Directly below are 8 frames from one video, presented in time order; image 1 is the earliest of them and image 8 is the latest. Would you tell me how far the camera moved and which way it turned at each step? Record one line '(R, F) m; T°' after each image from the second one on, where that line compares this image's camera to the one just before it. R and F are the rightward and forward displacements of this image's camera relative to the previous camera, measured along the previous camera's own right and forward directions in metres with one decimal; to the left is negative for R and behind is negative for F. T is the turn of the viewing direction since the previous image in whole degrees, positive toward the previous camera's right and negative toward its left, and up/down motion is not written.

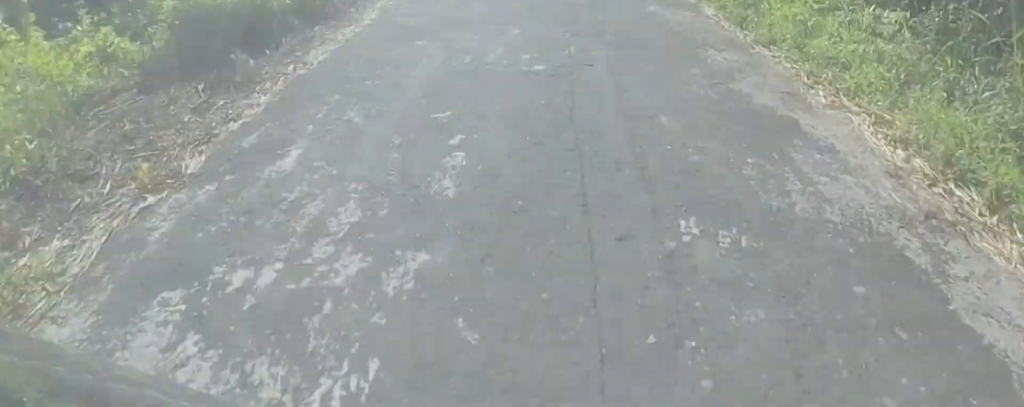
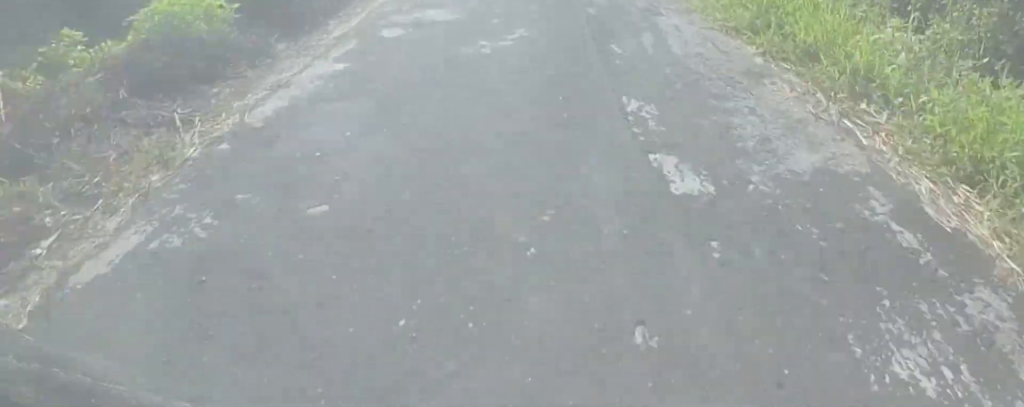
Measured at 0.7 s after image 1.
(0.0, +8.4) m; -3°
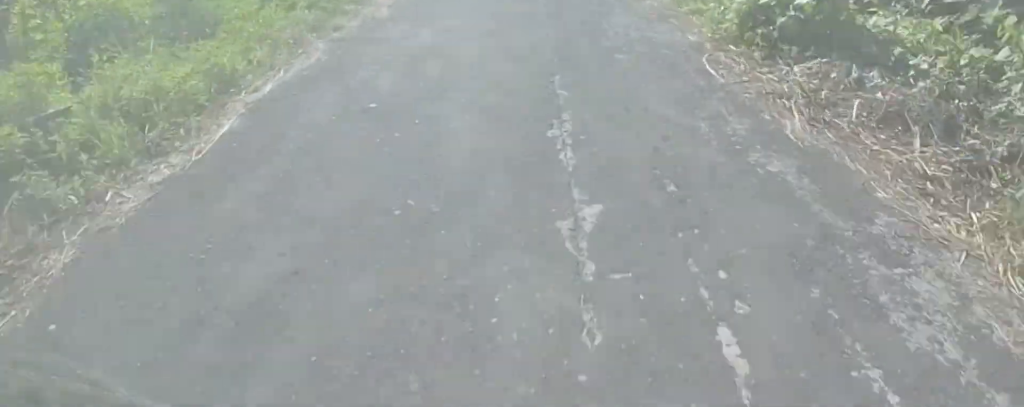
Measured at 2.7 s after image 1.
(-1.1, +23.5) m; 0°
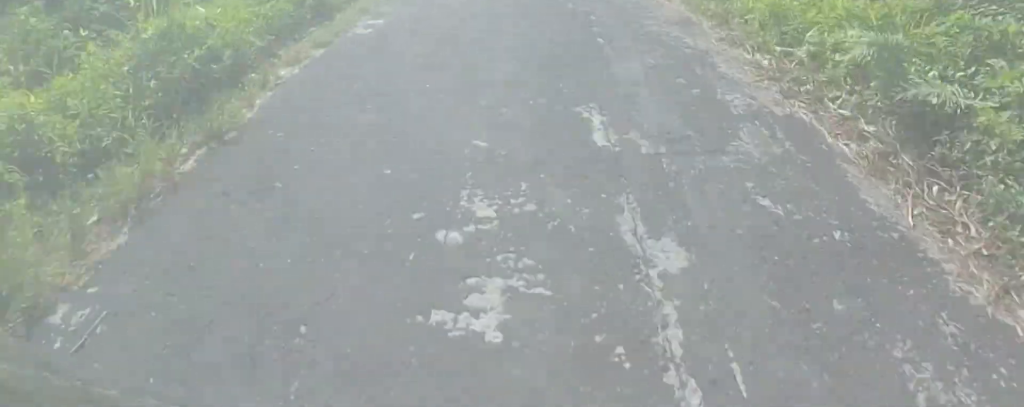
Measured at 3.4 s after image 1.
(+0.4, +8.6) m; +3°
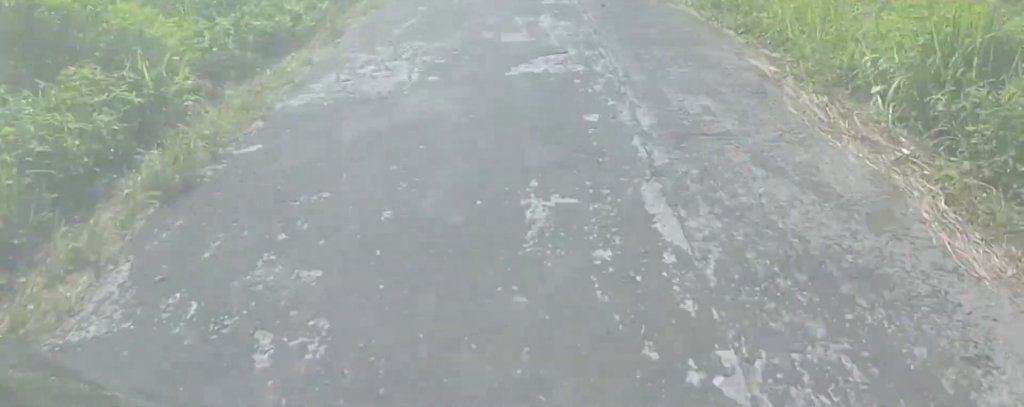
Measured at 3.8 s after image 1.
(0.0, +4.6) m; 0°
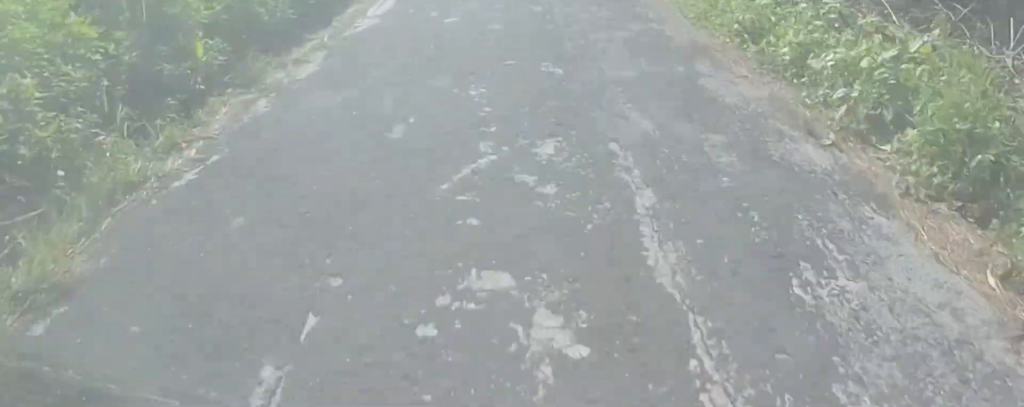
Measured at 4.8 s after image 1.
(0.0, +10.9) m; 0°
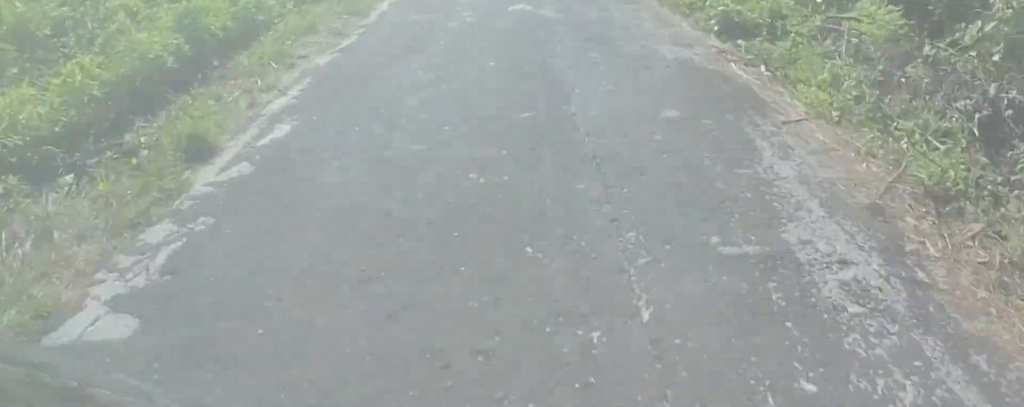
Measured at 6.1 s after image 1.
(0.0, +15.7) m; 0°
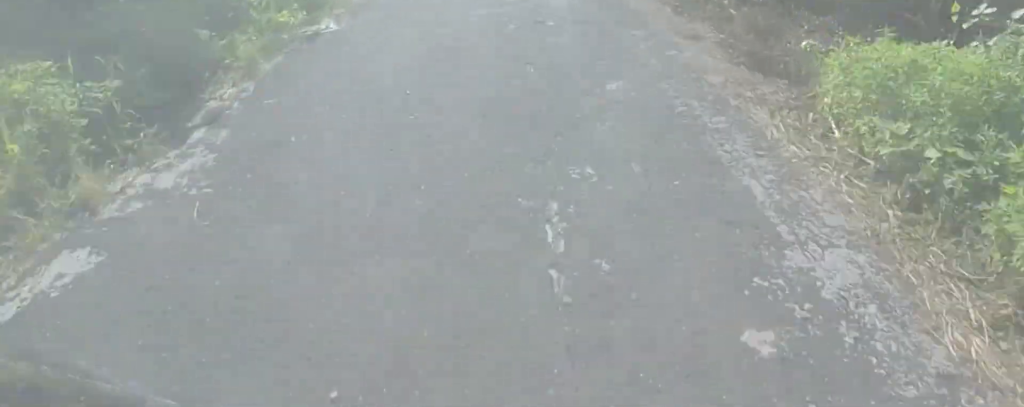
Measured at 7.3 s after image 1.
(0.0, +14.2) m; 0°
